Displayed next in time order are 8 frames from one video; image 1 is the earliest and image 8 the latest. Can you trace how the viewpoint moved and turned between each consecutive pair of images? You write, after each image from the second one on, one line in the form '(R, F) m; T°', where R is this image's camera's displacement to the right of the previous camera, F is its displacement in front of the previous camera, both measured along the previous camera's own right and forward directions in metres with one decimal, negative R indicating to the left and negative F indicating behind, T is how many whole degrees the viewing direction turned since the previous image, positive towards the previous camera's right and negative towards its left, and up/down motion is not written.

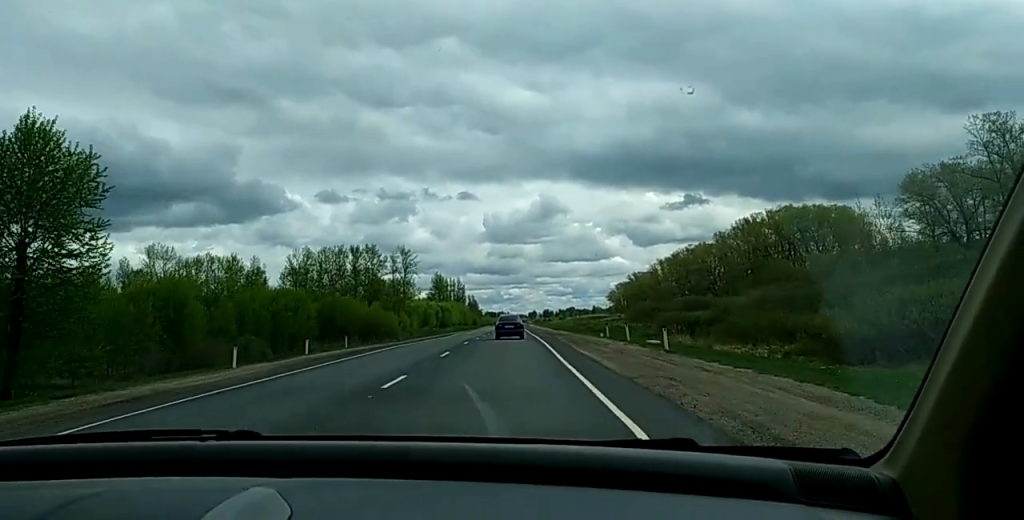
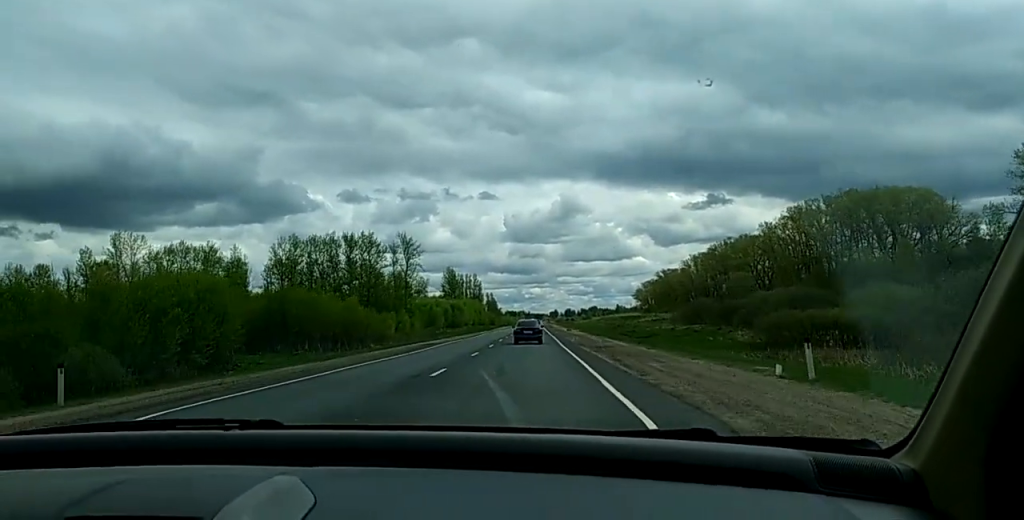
(+0.2, +30.9) m; 0°
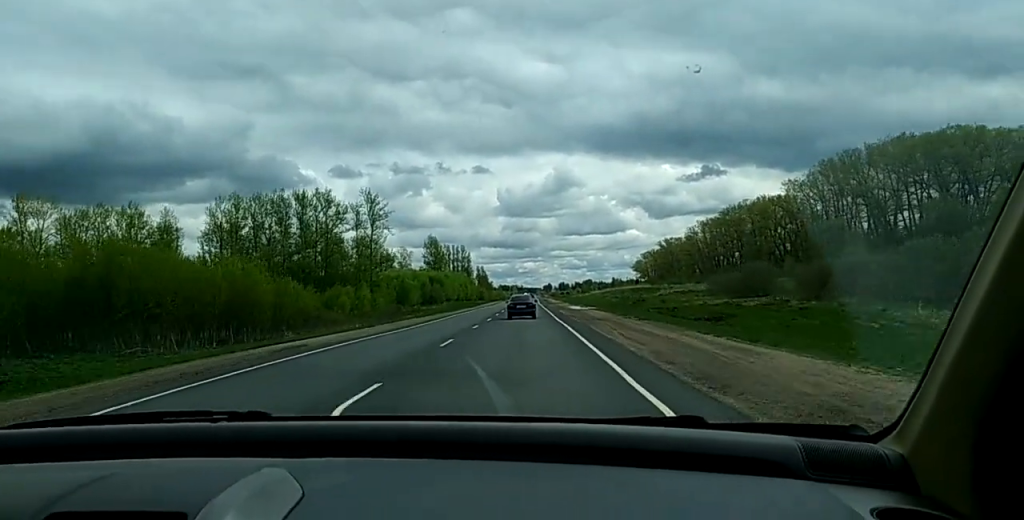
(-0.4, +32.6) m; -1°
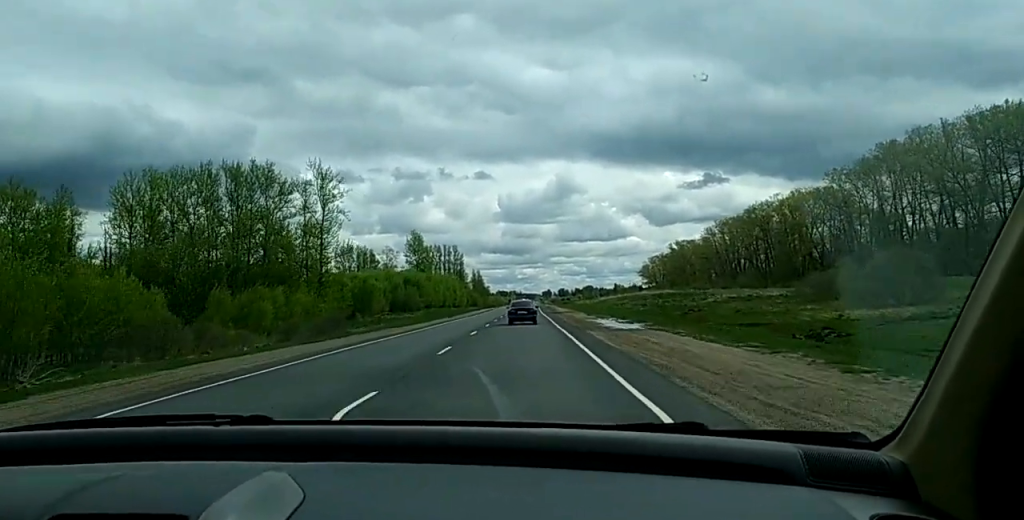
(+0.3, +32.7) m; +1°
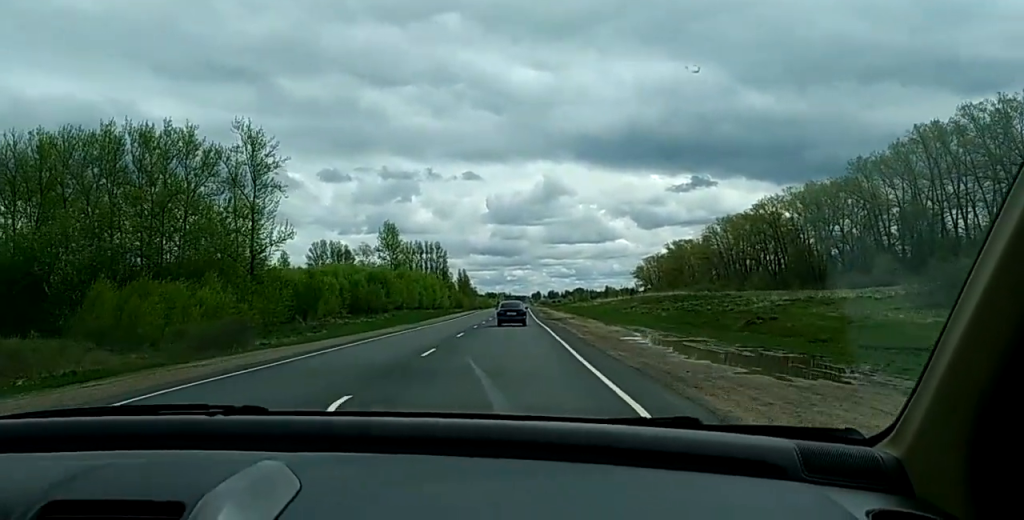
(+0.1, +21.0) m; 0°
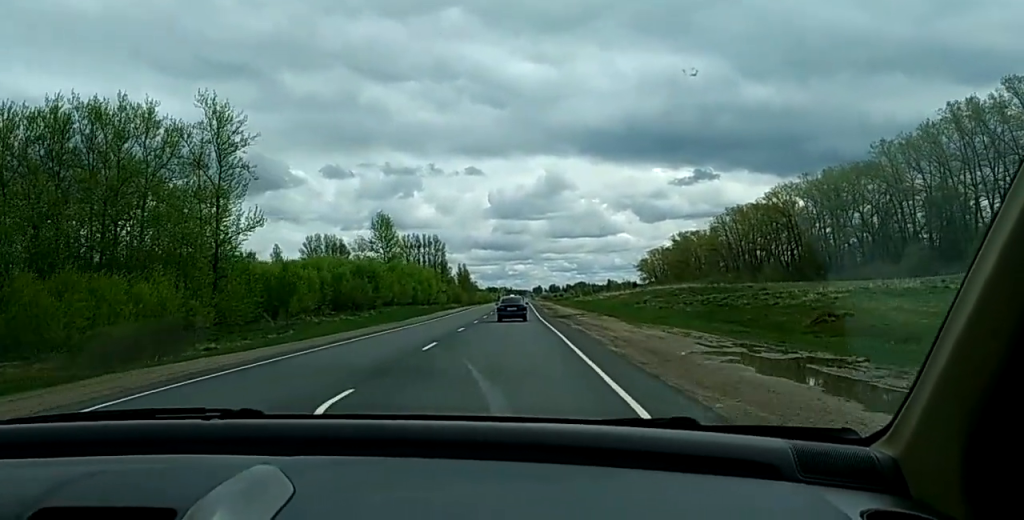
(0.0, +10.3) m; 0°
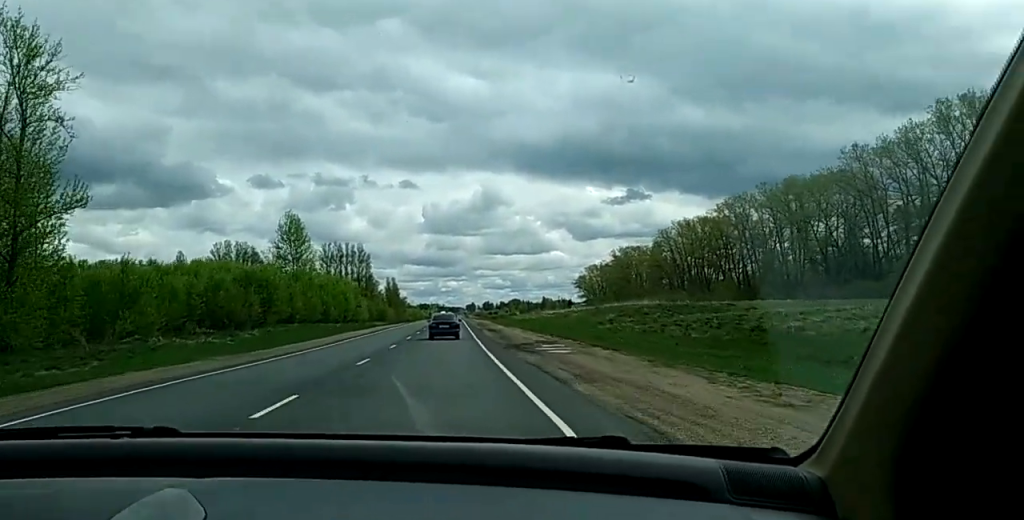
(0.0, +21.1) m; 0°
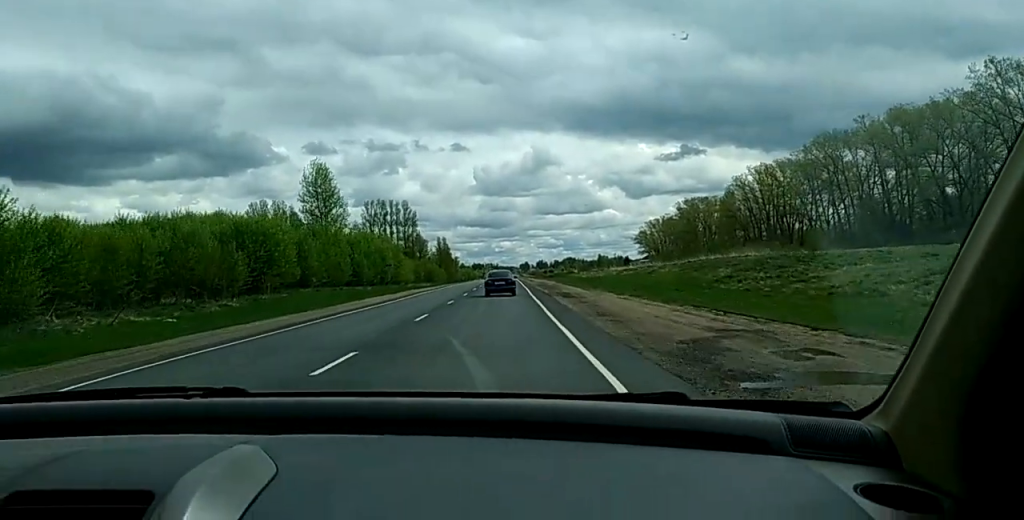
(+0.1, +25.0) m; 0°
